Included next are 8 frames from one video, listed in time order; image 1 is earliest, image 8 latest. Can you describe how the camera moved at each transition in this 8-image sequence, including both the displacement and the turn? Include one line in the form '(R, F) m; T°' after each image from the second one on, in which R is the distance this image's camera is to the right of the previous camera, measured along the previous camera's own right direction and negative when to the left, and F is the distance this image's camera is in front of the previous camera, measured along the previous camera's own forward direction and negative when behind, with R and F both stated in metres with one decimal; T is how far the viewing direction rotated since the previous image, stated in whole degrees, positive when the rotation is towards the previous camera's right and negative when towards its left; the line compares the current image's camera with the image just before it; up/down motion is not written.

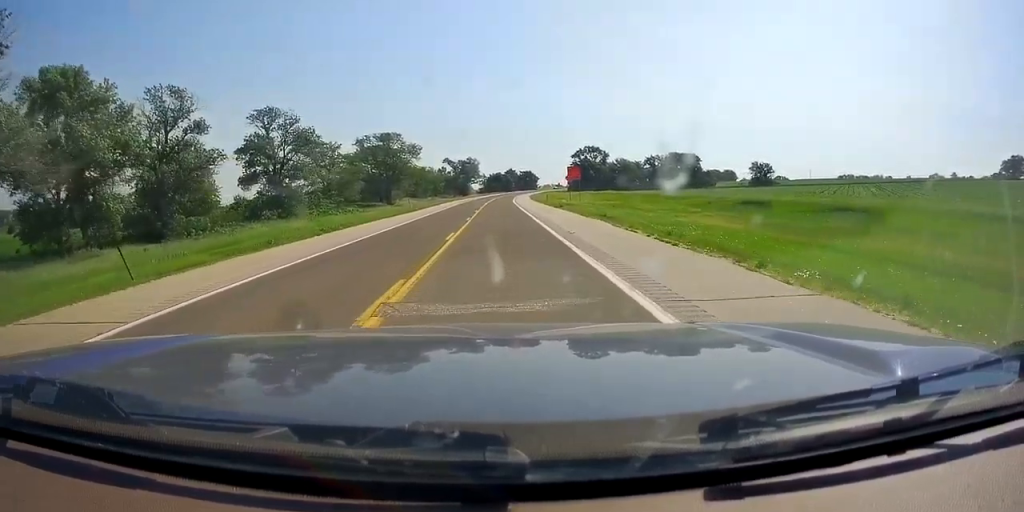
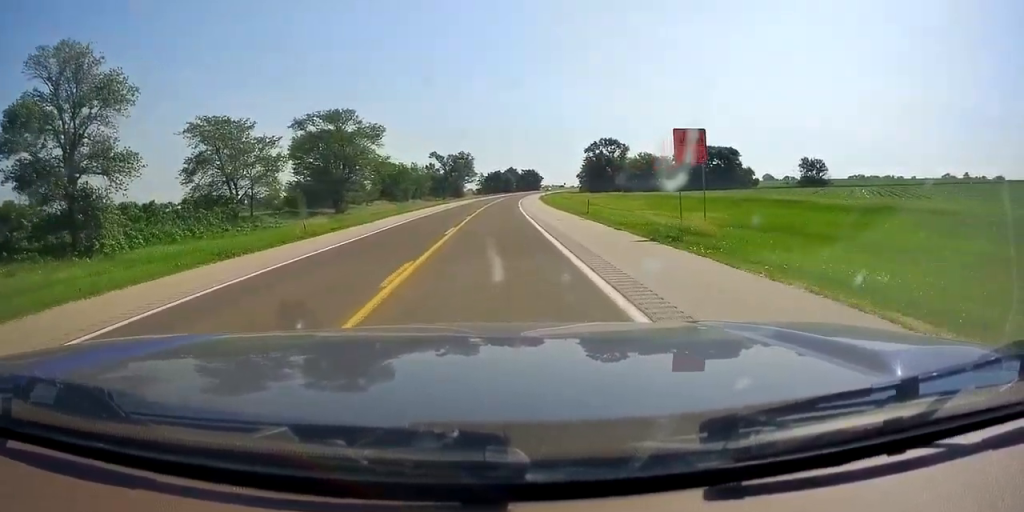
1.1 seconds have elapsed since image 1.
(0.0, +33.9) m; 0°
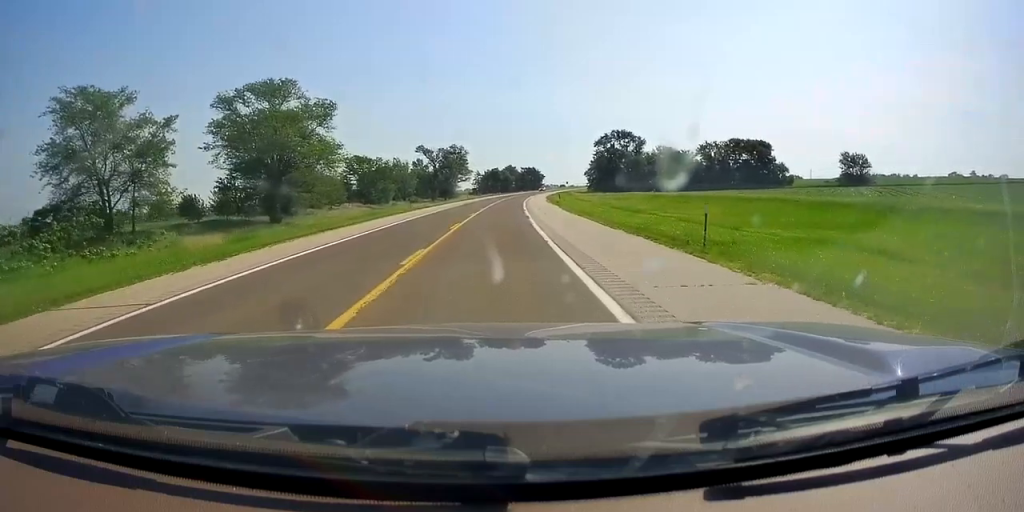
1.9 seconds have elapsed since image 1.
(0.0, +21.7) m; 0°
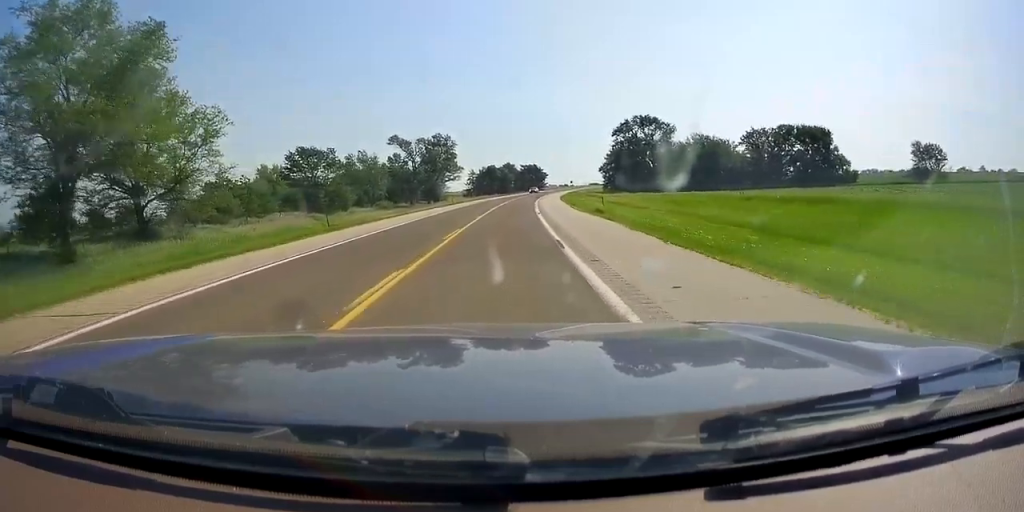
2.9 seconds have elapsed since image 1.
(0.0, +29.0) m; 0°
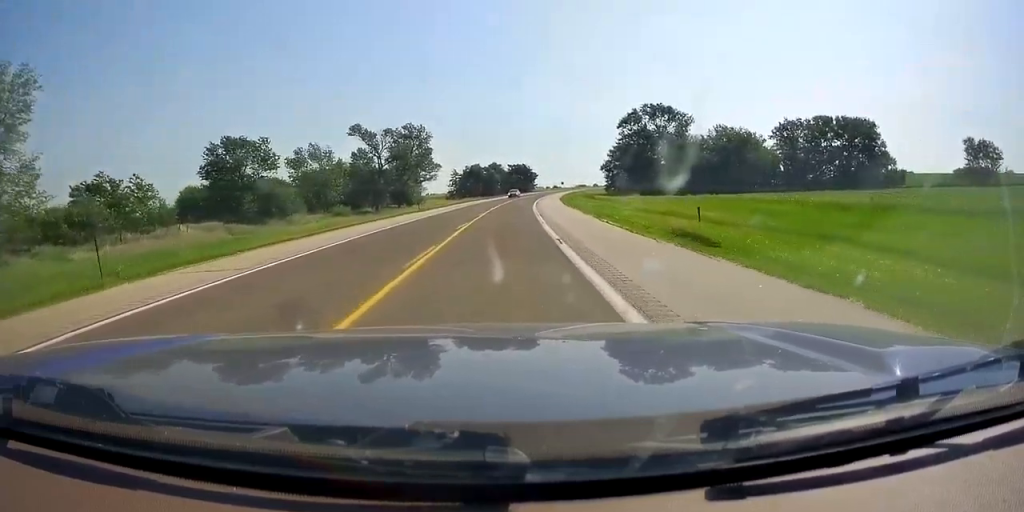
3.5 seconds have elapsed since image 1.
(-0.2, +19.6) m; +1°
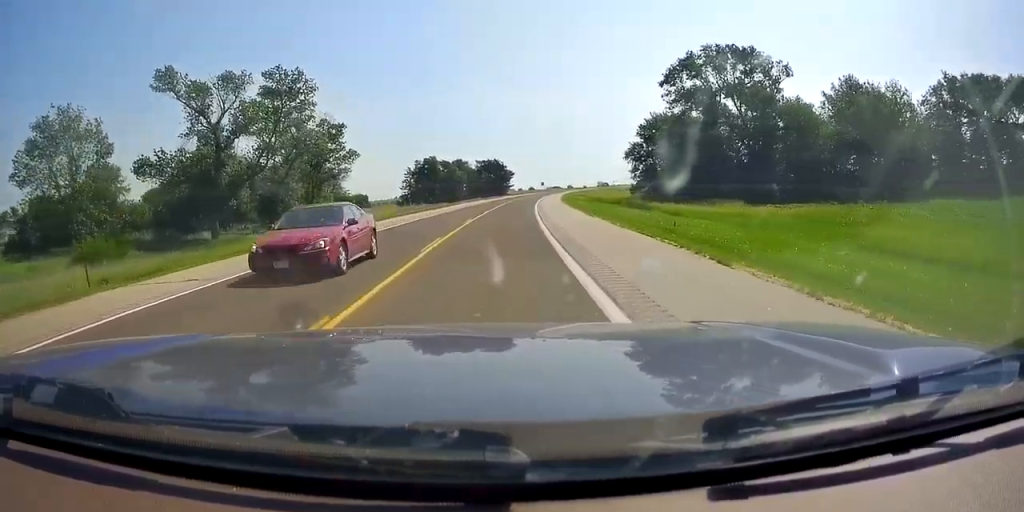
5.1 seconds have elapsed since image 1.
(+1.2, +45.6) m; +3°
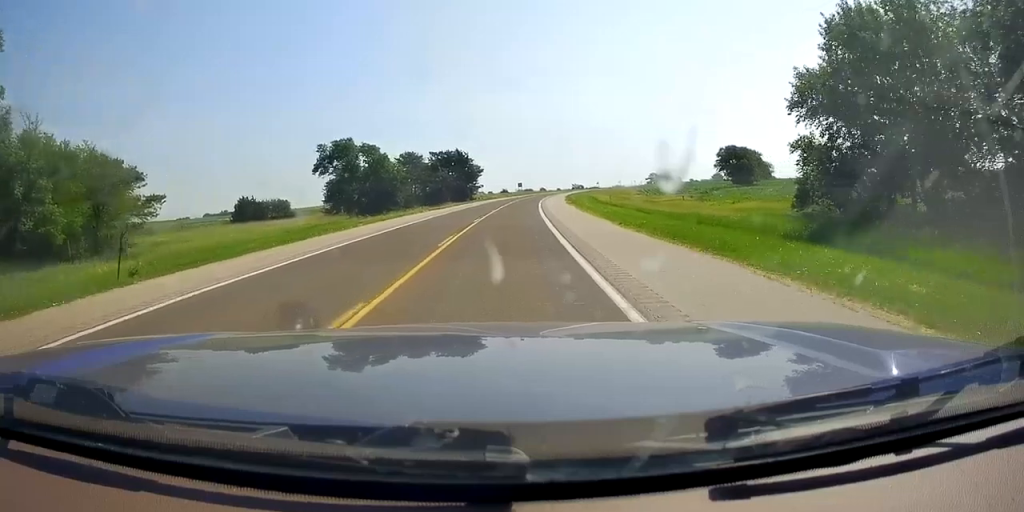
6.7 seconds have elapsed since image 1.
(+1.1, +47.0) m; +3°
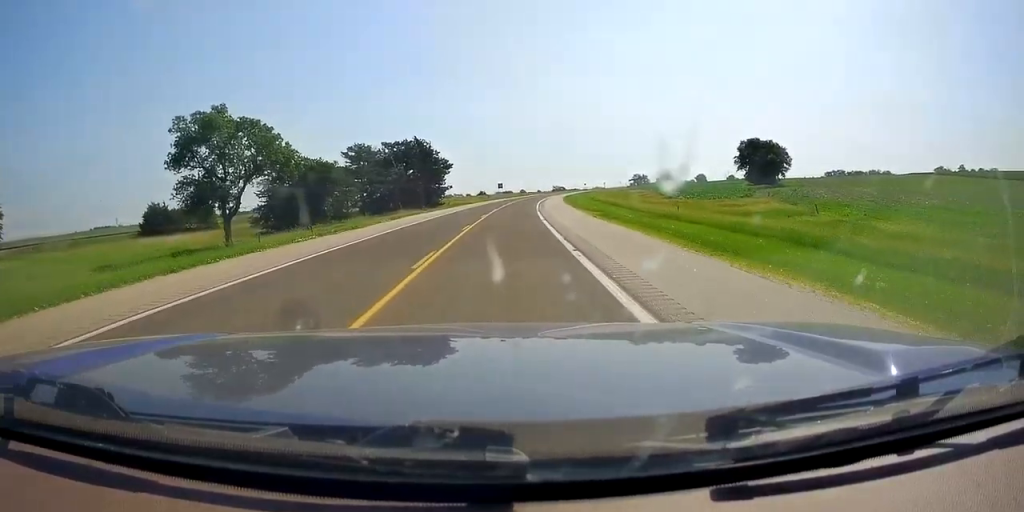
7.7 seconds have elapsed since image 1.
(+0.5, +29.1) m; +2°
